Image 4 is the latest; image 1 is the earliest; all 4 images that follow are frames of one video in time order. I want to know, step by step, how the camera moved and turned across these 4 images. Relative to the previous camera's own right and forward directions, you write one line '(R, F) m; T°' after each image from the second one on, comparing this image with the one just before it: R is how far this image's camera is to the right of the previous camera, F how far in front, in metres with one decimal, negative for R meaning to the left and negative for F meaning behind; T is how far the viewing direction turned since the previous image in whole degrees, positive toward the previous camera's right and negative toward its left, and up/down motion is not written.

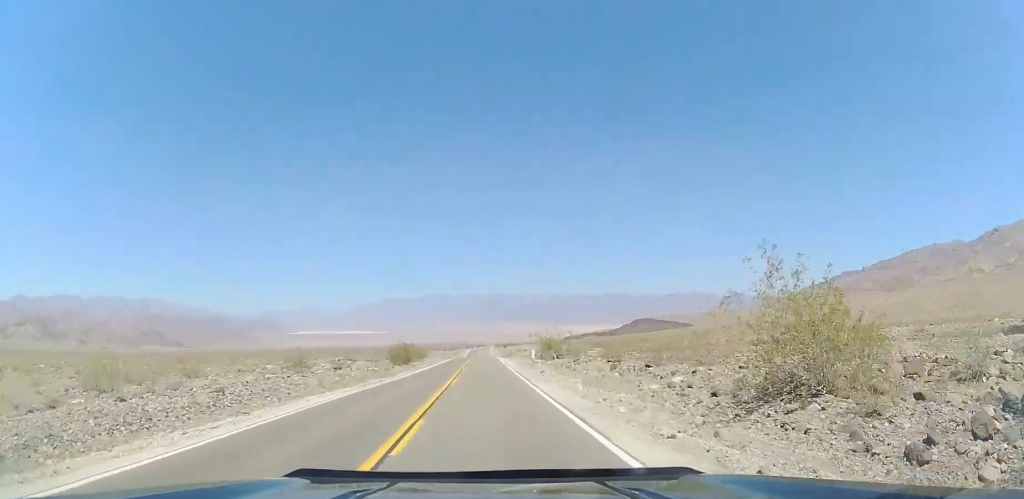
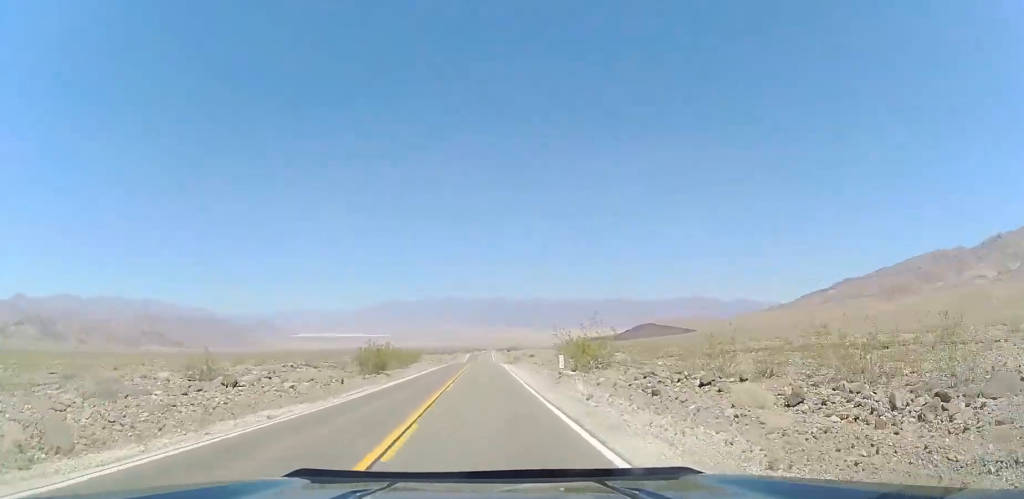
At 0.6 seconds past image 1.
(-0.1, +15.0) m; 0°
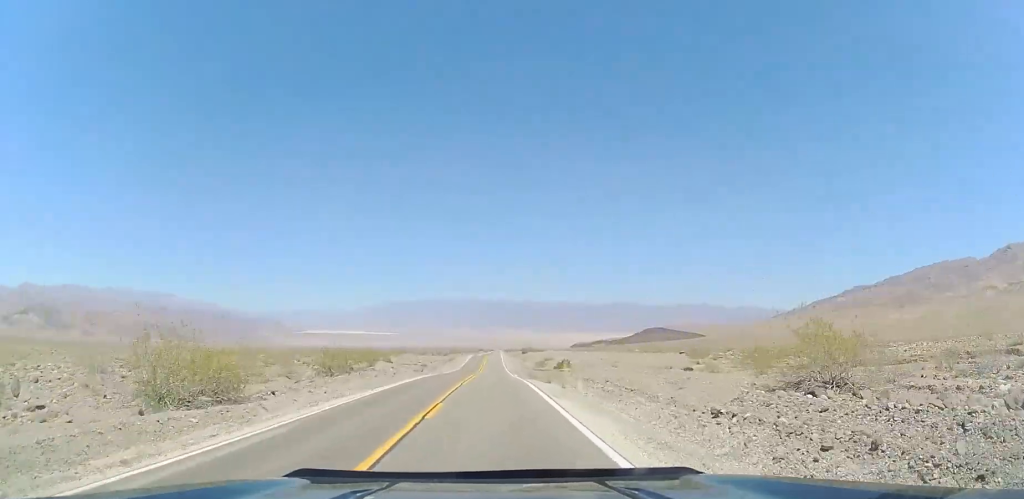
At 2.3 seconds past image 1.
(0.0, +38.7) m; 0°
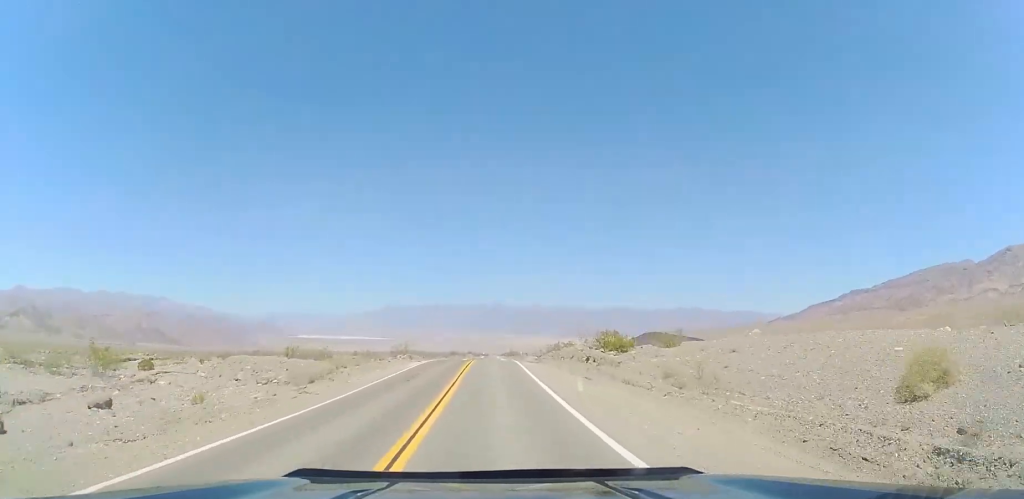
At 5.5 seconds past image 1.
(+0.6, +78.8) m; +1°
